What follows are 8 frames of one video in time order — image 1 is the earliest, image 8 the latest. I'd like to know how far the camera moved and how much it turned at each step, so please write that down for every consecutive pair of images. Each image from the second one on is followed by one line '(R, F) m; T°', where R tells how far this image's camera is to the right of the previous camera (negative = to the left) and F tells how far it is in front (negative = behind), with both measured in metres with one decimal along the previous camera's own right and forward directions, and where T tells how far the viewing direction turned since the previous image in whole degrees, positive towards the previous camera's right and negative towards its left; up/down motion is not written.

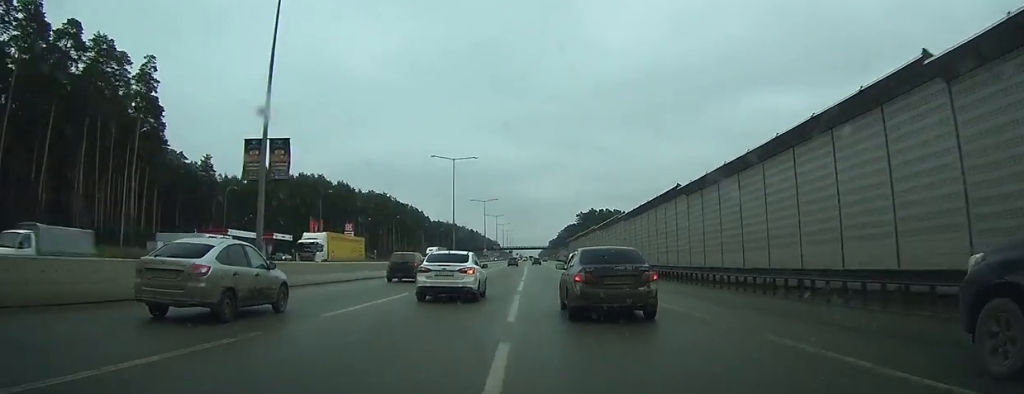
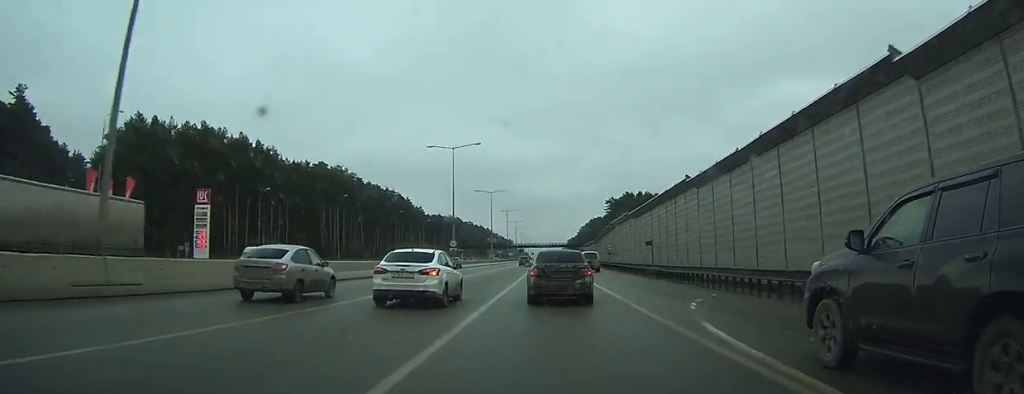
(-0.3, +73.0) m; -1°
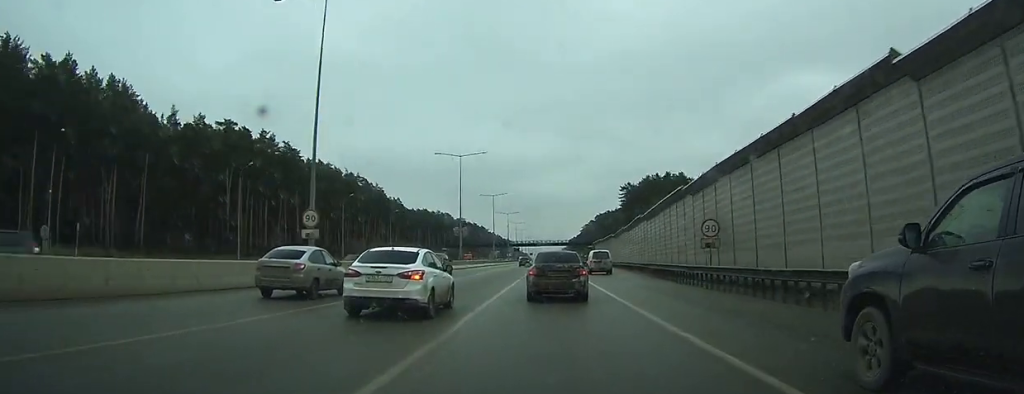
(-0.3, +50.0) m; 0°
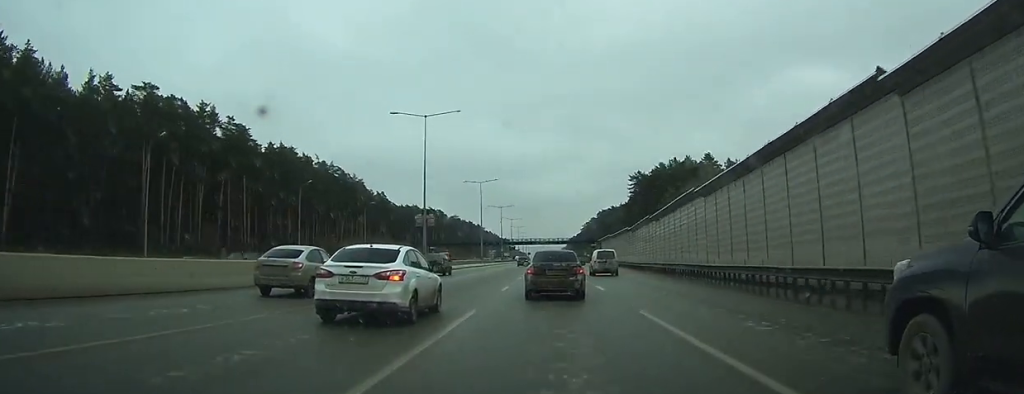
(0.0, +25.3) m; 0°
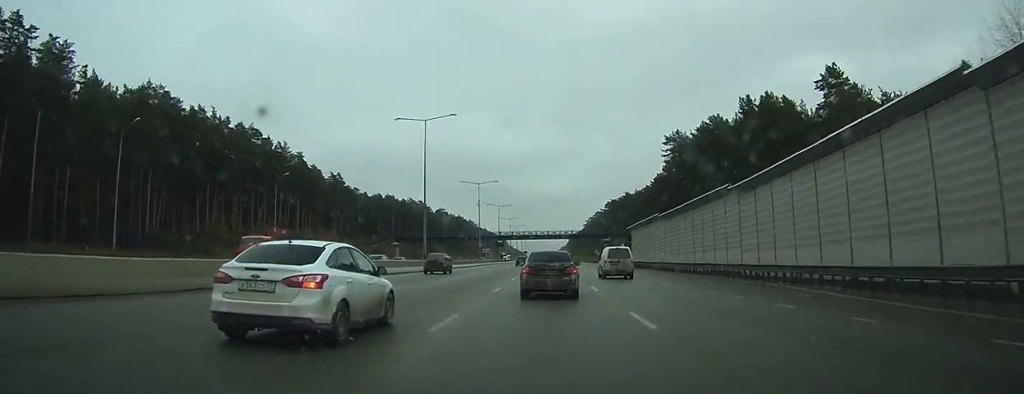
(-0.1, +52.8) m; 0°
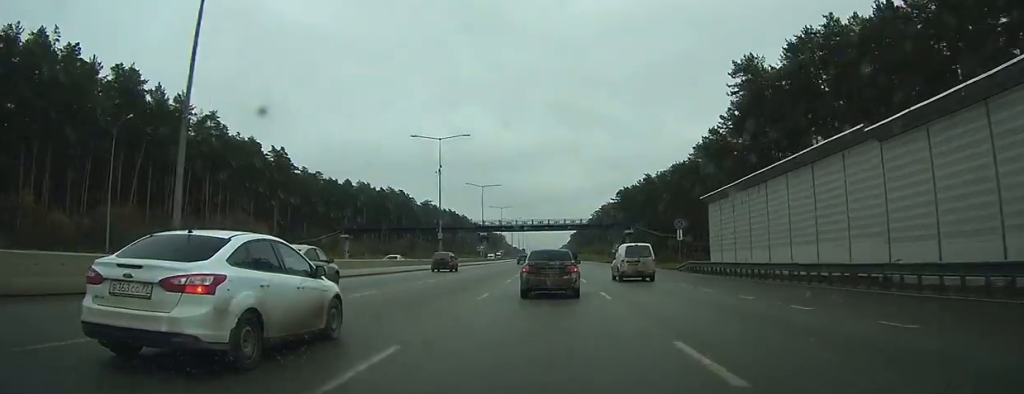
(0.0, +42.5) m; 0°
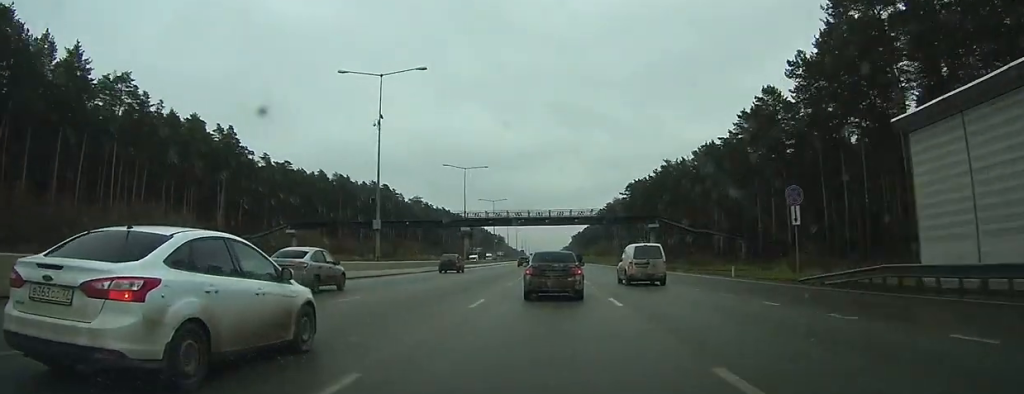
(0.0, +26.8) m; 0°
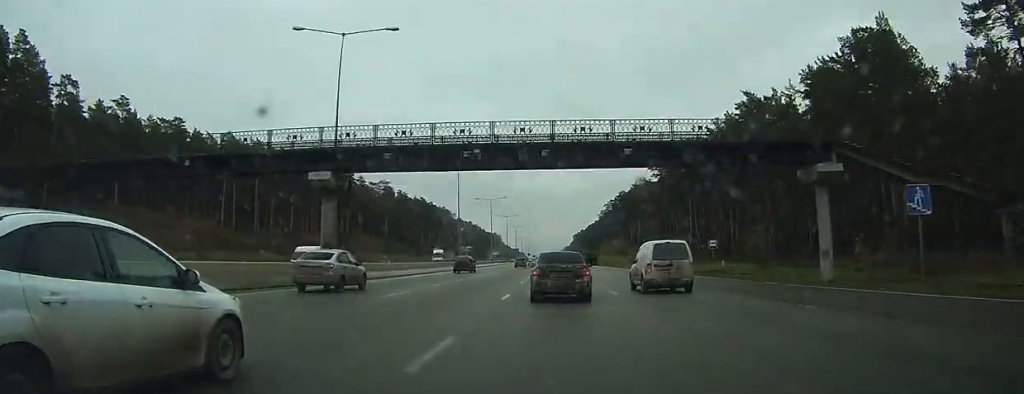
(0.0, +57.2) m; 0°
